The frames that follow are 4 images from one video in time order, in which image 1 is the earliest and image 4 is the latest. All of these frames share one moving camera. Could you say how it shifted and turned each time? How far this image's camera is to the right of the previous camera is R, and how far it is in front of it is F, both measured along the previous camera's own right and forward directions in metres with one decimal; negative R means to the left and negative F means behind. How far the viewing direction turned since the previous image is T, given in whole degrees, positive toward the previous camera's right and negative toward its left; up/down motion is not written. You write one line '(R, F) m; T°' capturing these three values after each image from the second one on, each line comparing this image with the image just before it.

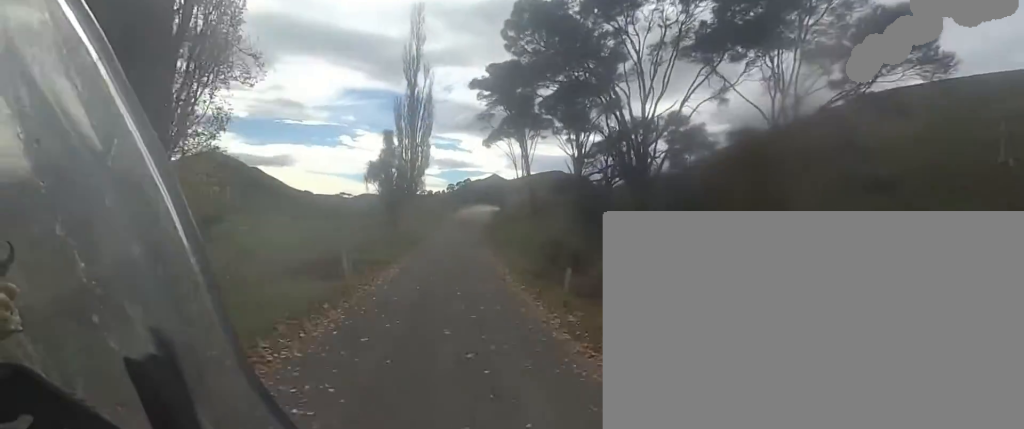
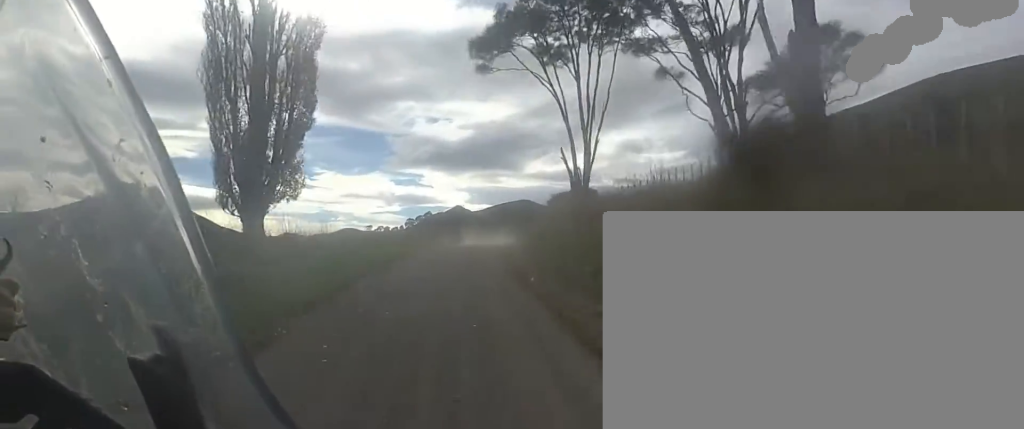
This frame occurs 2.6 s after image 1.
(+1.3, +37.5) m; +7°
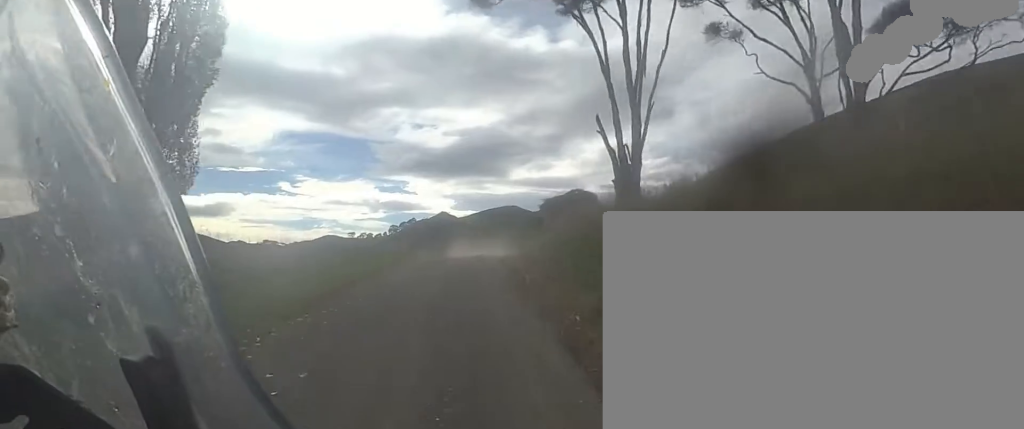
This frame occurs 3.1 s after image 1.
(+0.6, +7.2) m; +4°
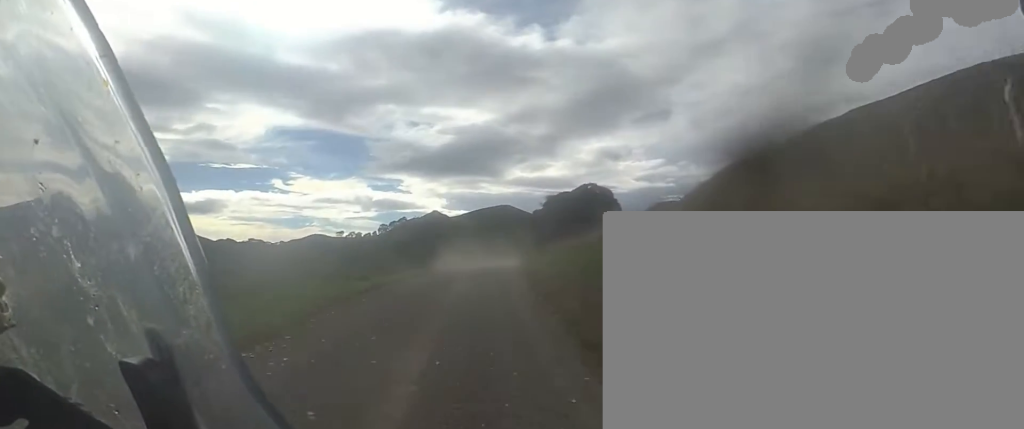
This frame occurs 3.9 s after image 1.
(+0.1, +10.4) m; +1°
